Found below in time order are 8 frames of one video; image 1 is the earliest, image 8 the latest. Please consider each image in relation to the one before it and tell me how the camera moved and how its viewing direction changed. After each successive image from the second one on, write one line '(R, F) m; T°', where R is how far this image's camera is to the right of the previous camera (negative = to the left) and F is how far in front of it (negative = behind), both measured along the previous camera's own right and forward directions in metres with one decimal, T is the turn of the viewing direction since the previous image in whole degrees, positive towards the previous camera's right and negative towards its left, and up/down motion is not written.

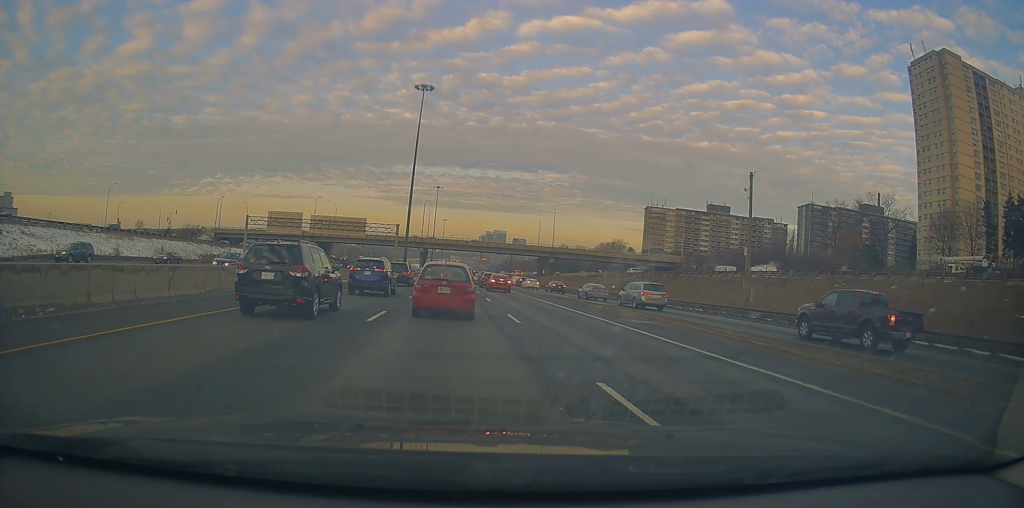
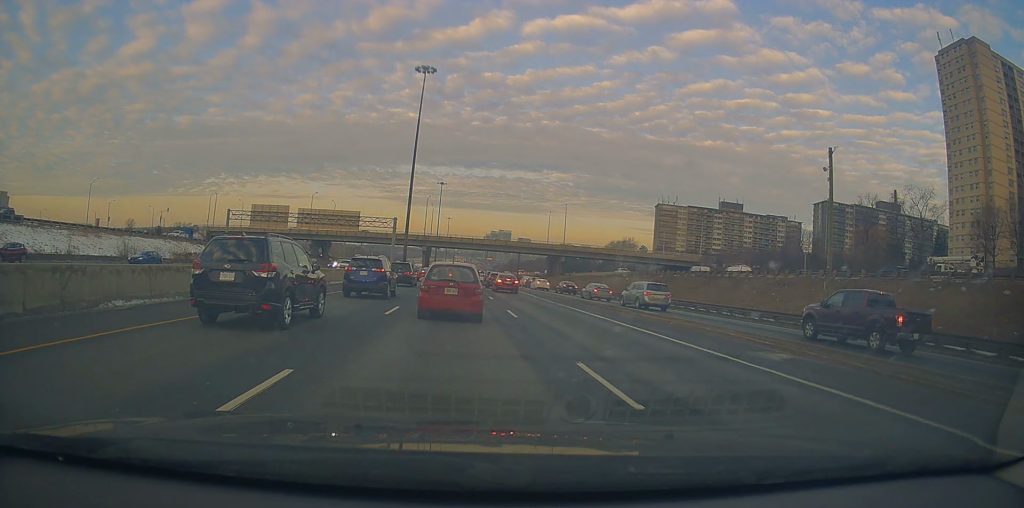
(-0.3, +9.6) m; -4°
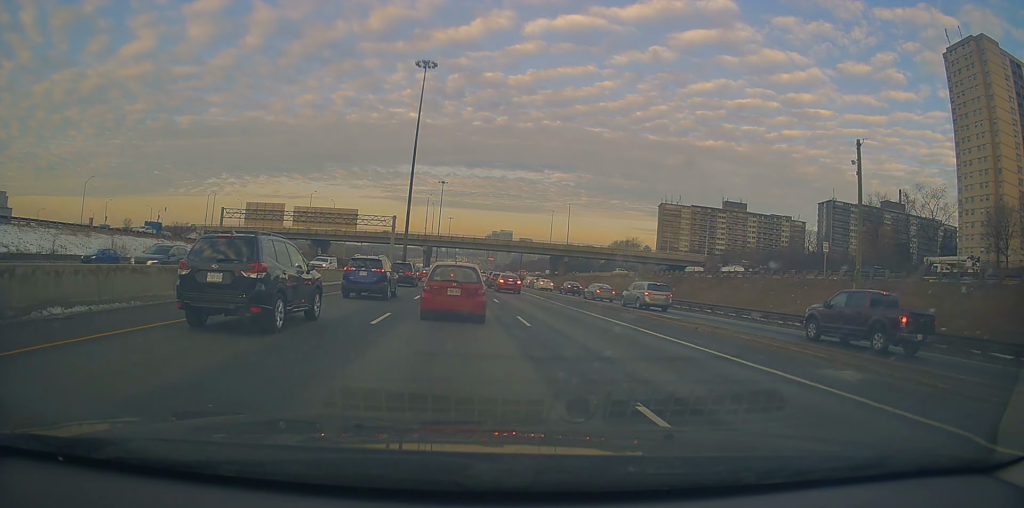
(0.0, +2.9) m; 0°
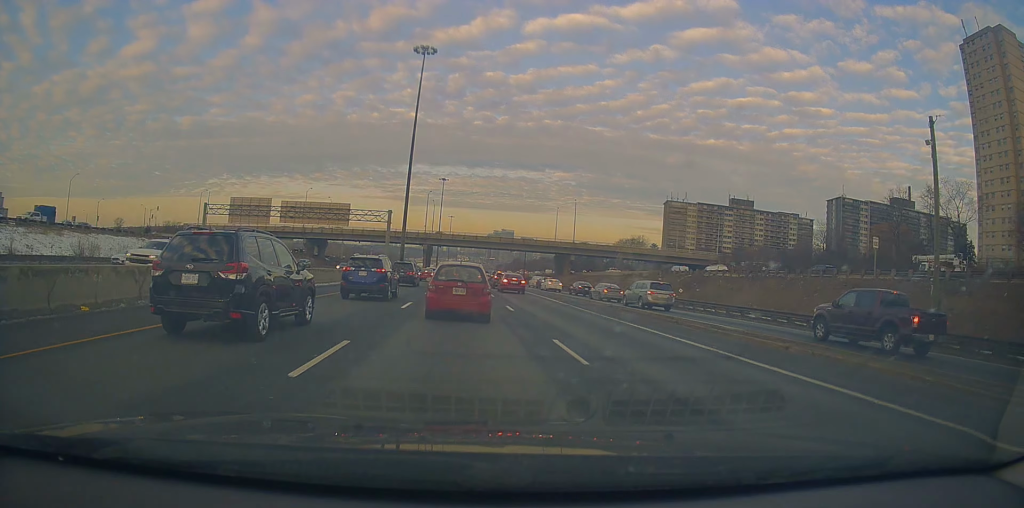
(0.0, +6.6) m; +1°
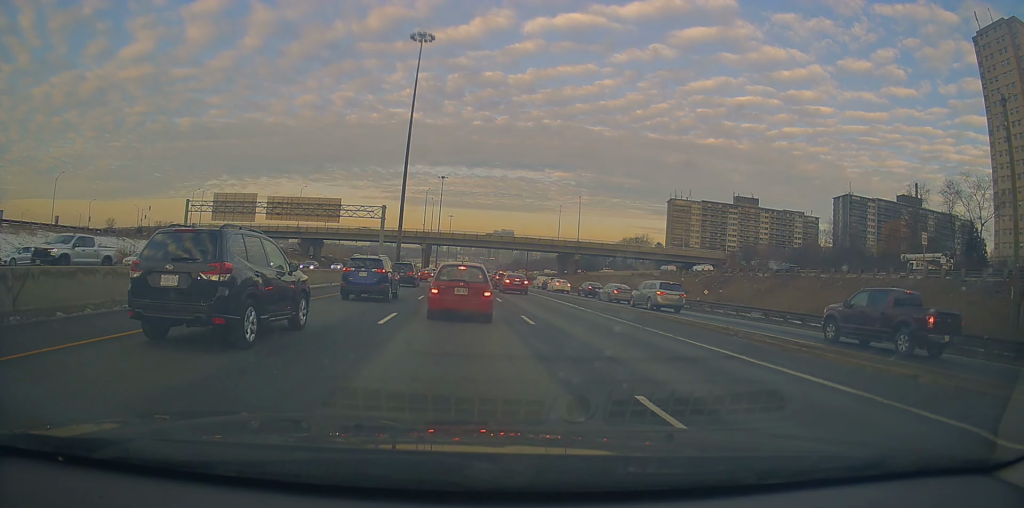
(0.0, +5.5) m; +3°
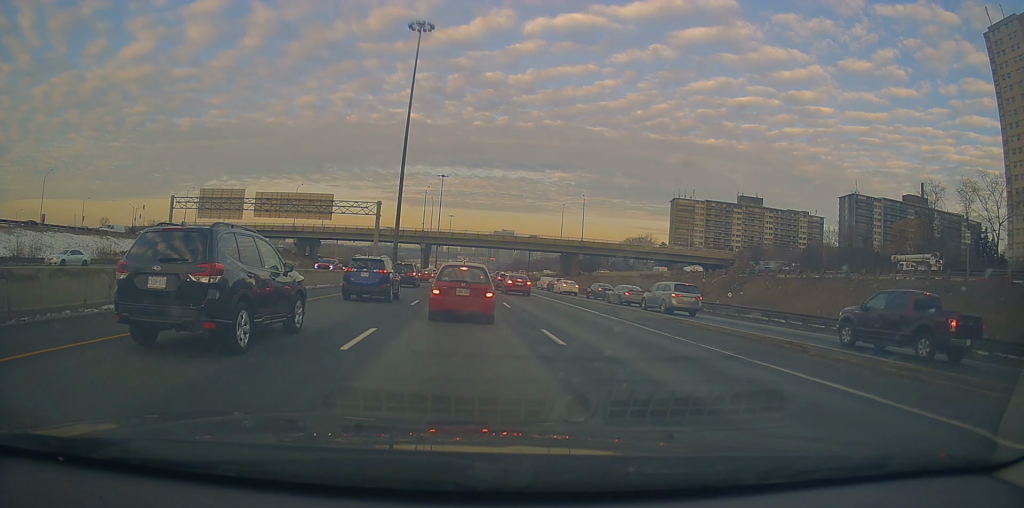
(+0.4, +4.3) m; 0°
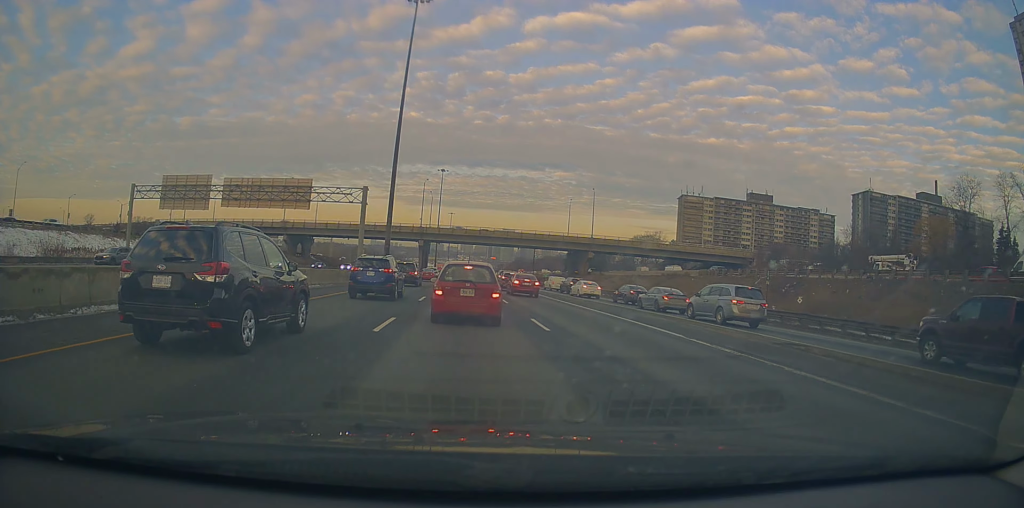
(-0.3, +9.6) m; +1°
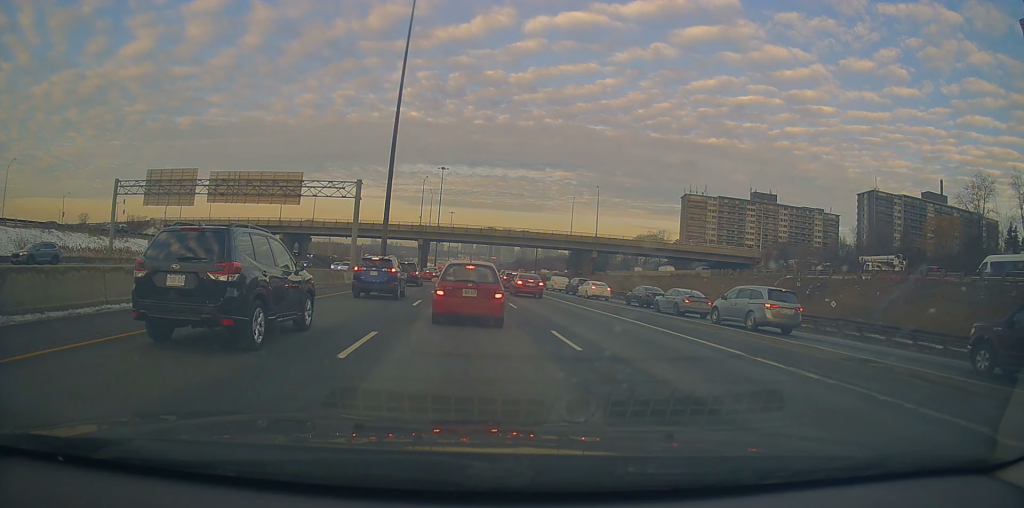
(+0.2, +3.6) m; +3°
